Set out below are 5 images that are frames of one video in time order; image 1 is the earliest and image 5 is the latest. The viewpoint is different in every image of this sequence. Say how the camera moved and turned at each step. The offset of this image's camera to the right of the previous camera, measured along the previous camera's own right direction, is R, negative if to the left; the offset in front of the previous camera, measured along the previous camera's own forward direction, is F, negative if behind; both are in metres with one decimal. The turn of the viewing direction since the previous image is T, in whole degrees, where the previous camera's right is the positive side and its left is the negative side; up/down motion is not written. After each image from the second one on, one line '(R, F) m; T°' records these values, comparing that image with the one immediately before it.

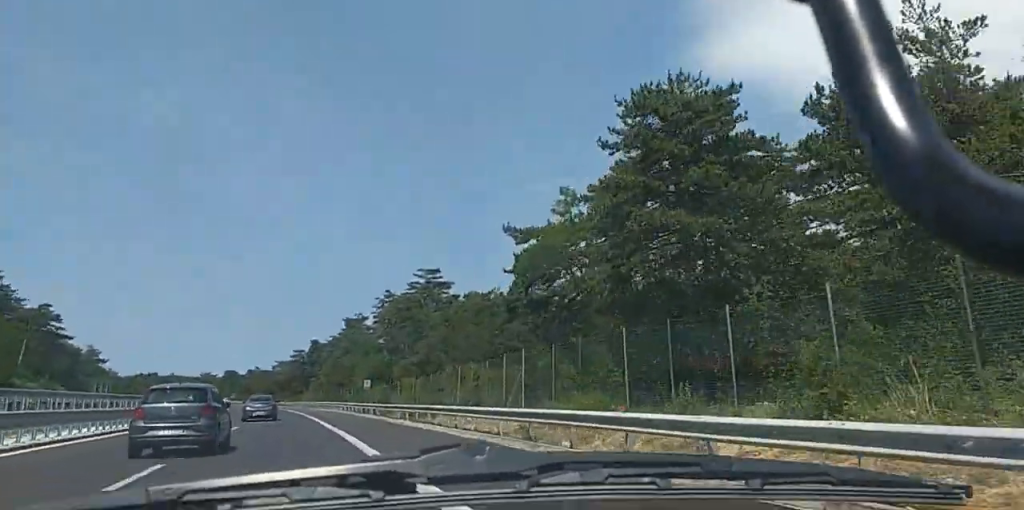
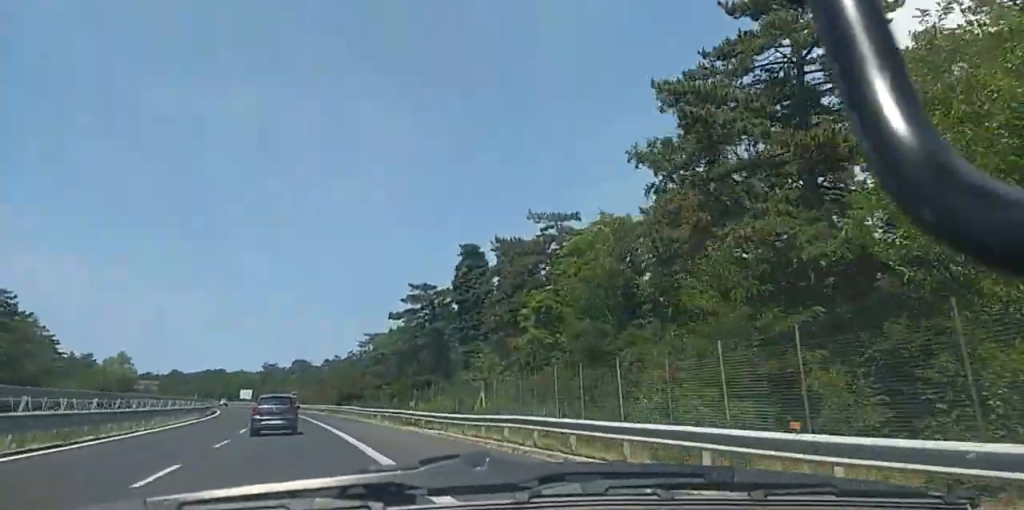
(-11.0, +108.5) m; -8°
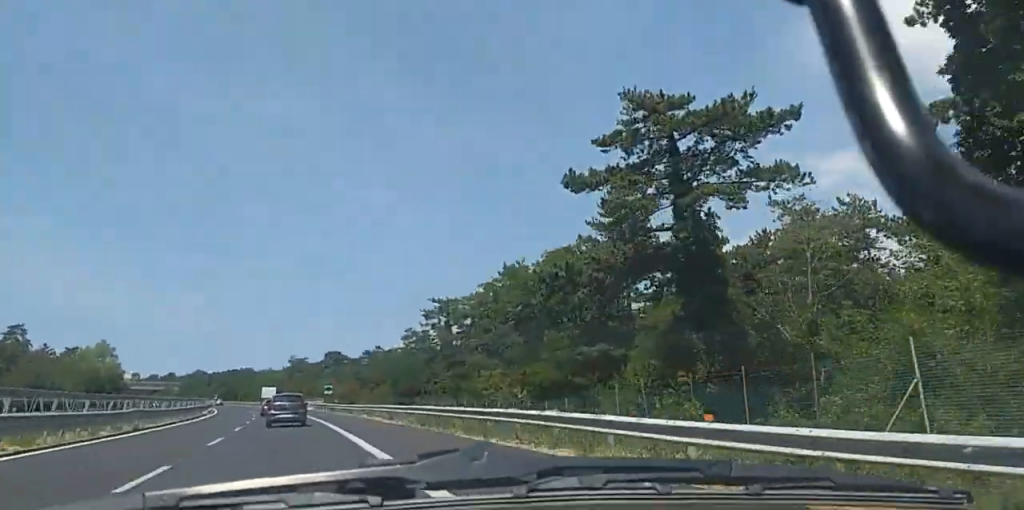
(+0.4, +47.0) m; -1°
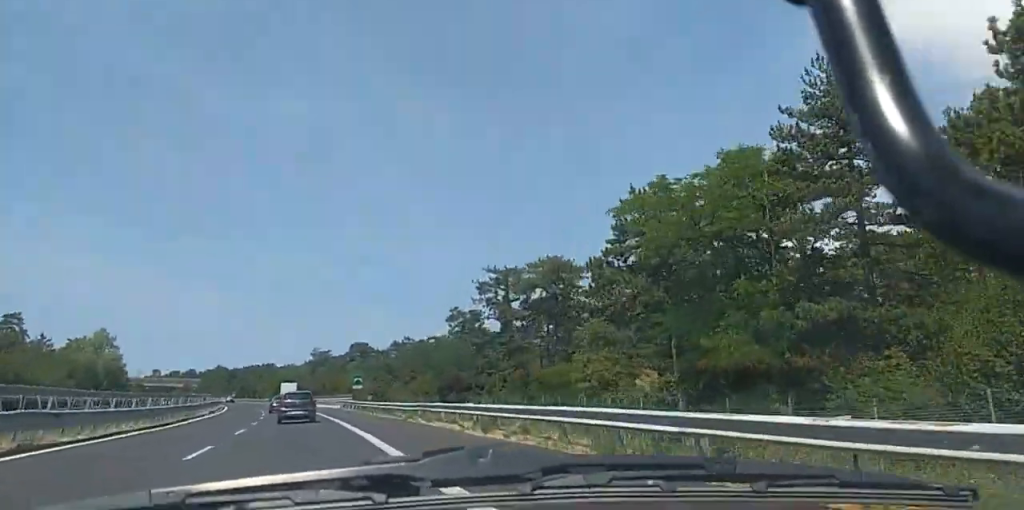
(-0.2, +19.5) m; -1°
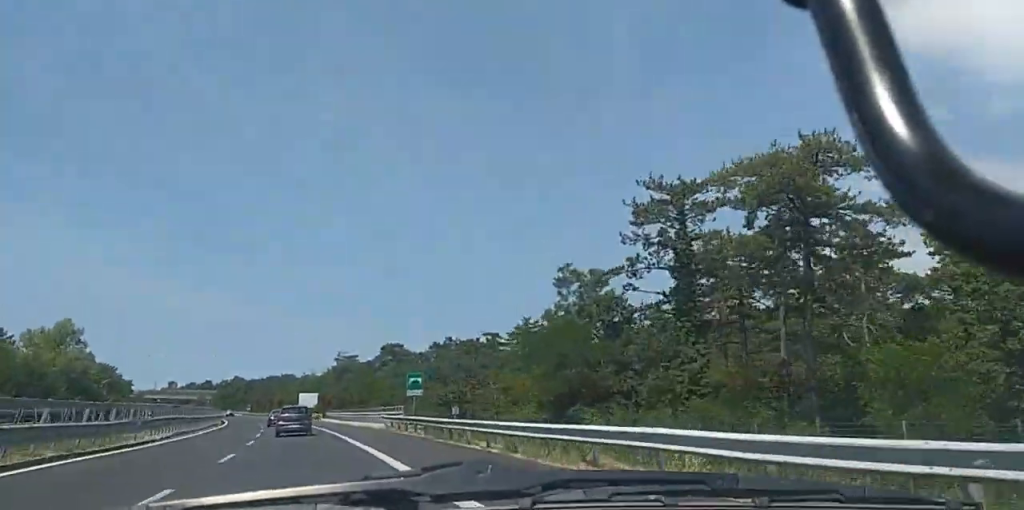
(-0.6, +32.2) m; -1°
